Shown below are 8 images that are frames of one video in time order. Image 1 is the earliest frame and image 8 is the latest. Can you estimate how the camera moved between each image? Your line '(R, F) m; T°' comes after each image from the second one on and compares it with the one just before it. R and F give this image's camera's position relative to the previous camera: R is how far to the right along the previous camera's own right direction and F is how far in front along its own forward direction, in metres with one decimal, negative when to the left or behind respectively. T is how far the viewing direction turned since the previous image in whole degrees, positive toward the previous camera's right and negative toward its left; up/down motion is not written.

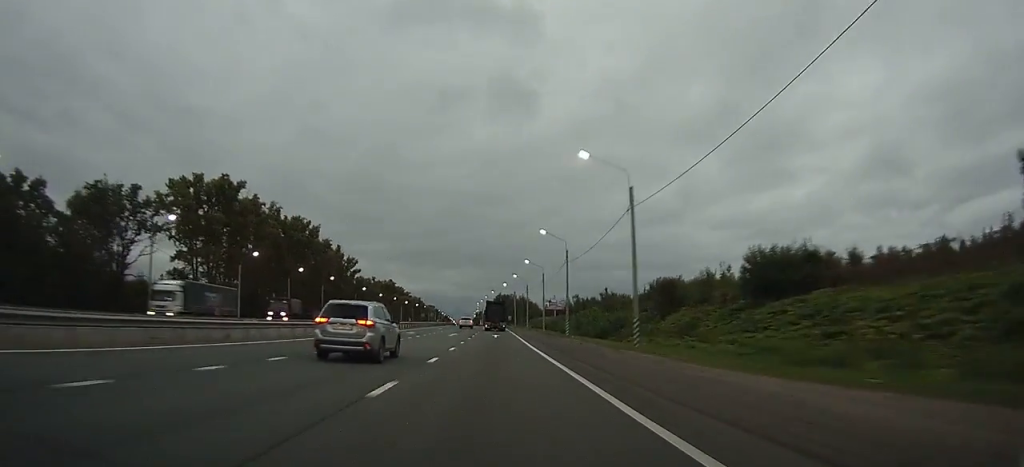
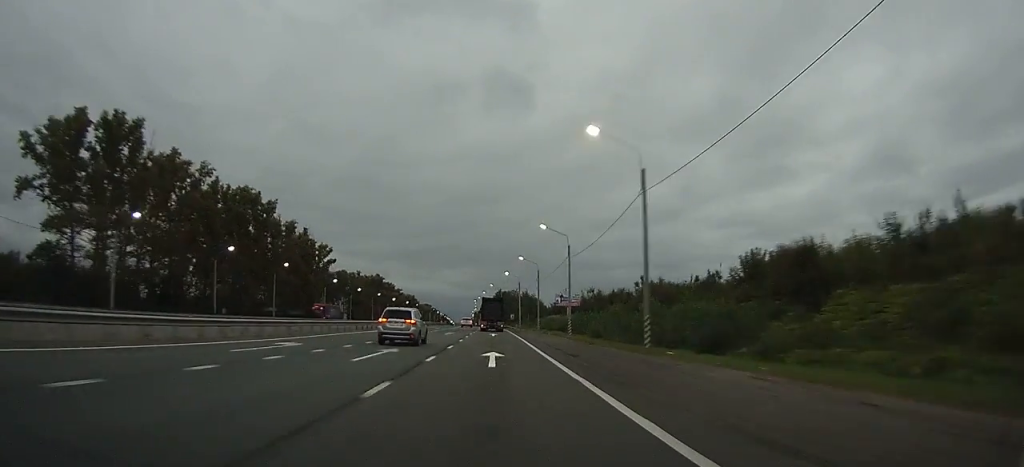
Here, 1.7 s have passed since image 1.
(+0.1, +32.4) m; 0°
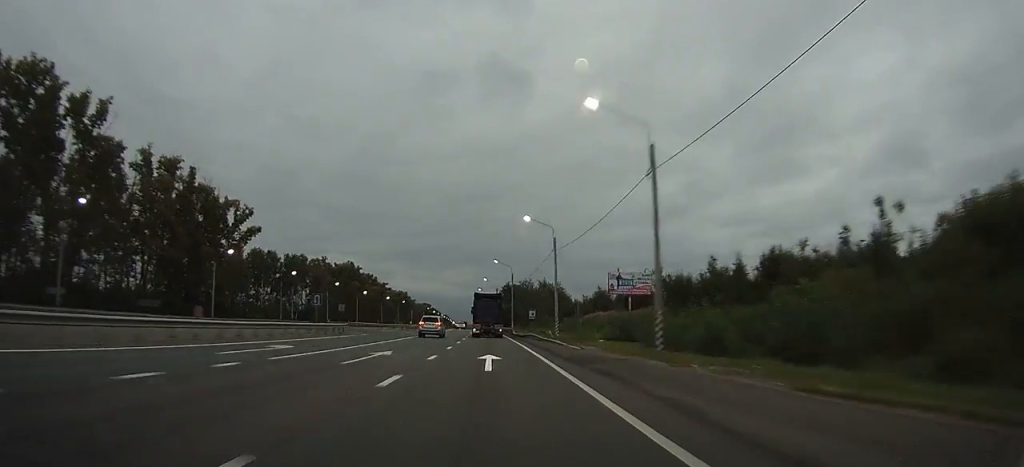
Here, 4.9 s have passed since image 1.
(-0.2, +62.5) m; 0°
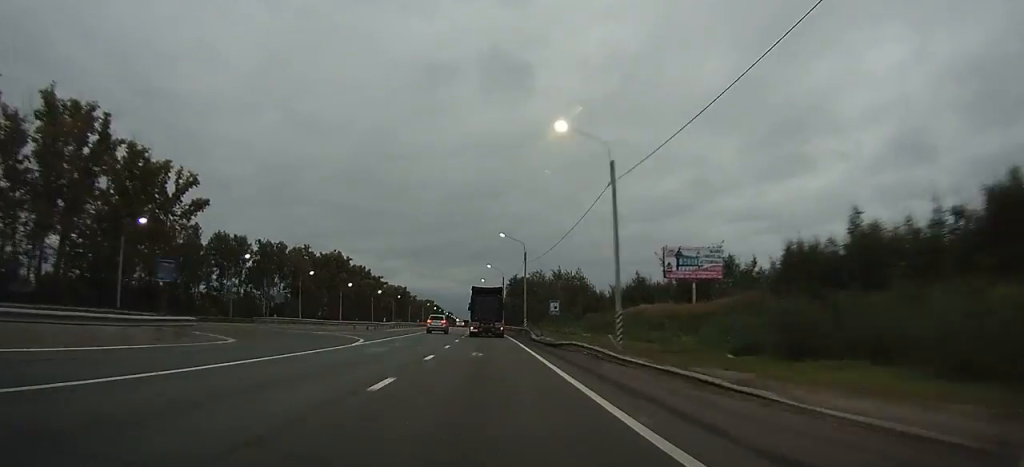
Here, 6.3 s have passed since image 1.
(0.0, +25.0) m; 0°
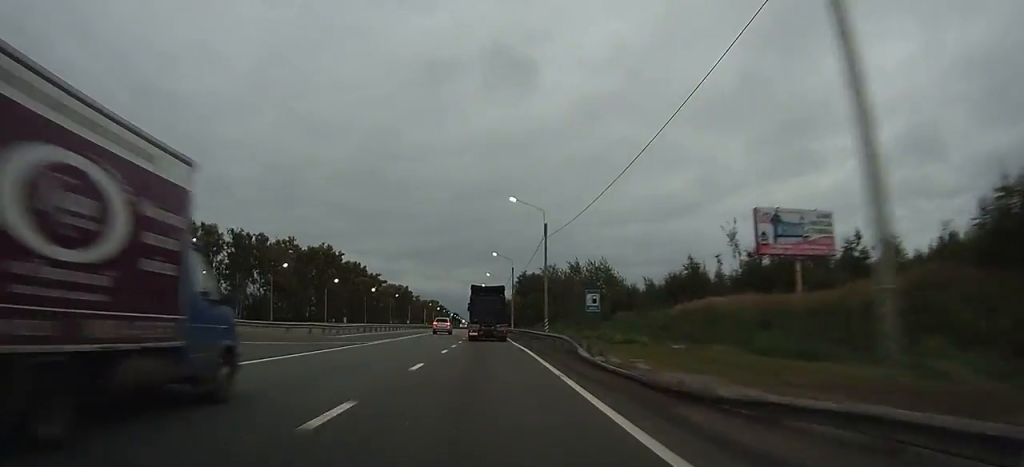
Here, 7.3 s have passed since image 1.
(0.0, +19.6) m; 0°
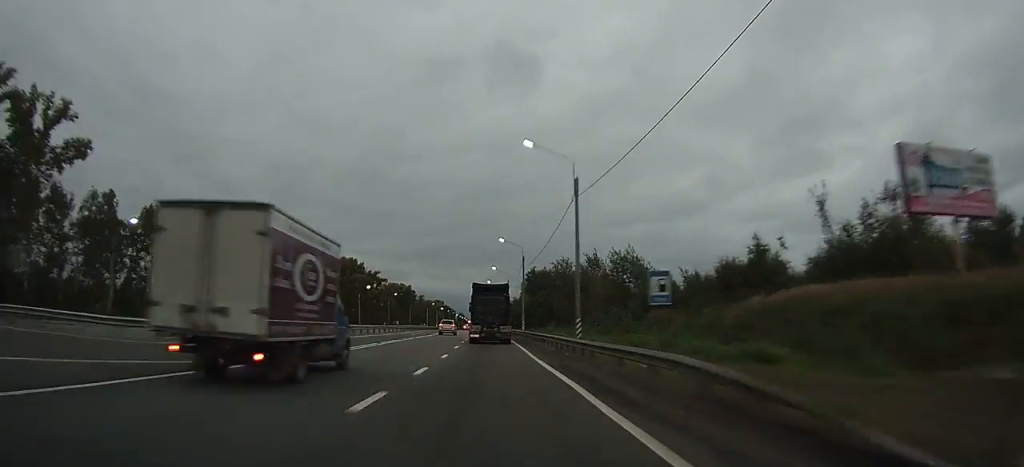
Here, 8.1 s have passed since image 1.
(+0.1, +14.6) m; 0°
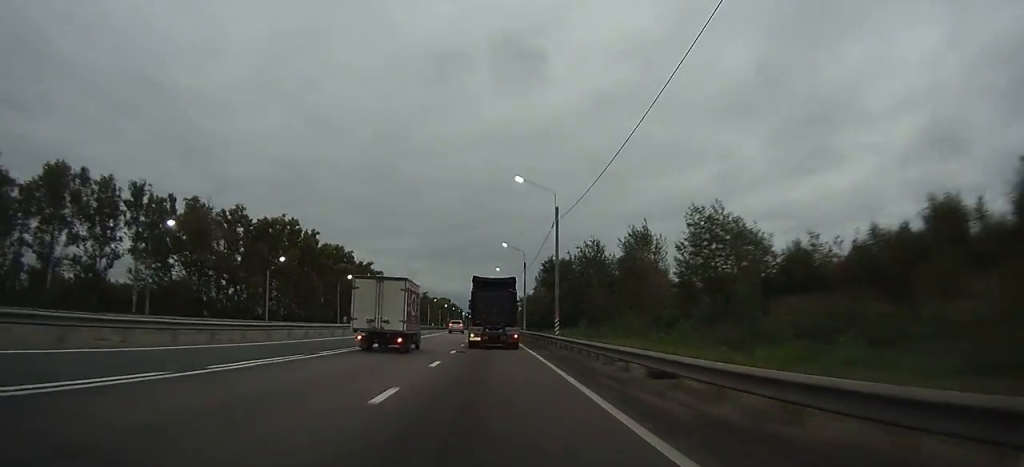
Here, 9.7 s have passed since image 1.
(-0.3, +28.6) m; -1°
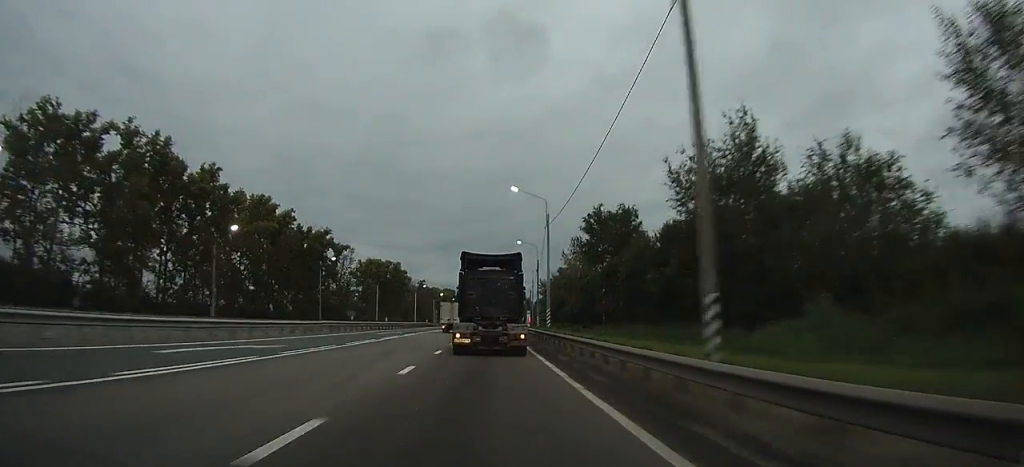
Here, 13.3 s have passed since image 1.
(-0.9, +60.3) m; -2°
